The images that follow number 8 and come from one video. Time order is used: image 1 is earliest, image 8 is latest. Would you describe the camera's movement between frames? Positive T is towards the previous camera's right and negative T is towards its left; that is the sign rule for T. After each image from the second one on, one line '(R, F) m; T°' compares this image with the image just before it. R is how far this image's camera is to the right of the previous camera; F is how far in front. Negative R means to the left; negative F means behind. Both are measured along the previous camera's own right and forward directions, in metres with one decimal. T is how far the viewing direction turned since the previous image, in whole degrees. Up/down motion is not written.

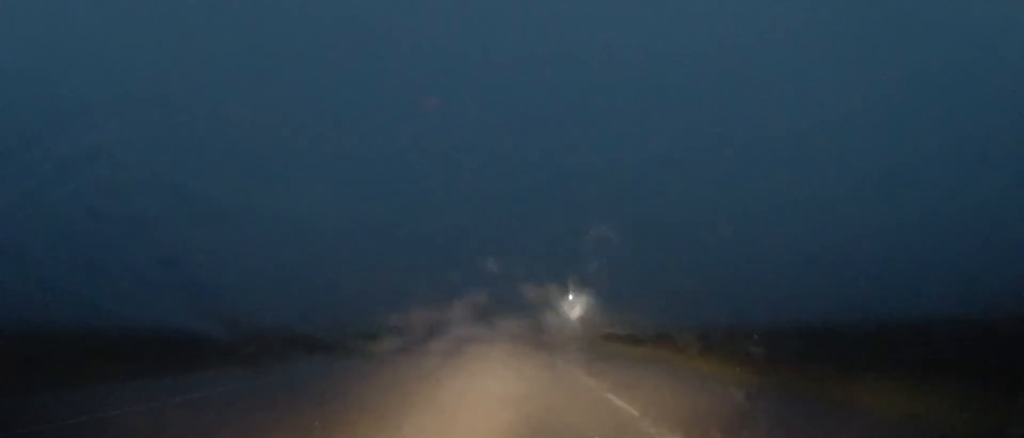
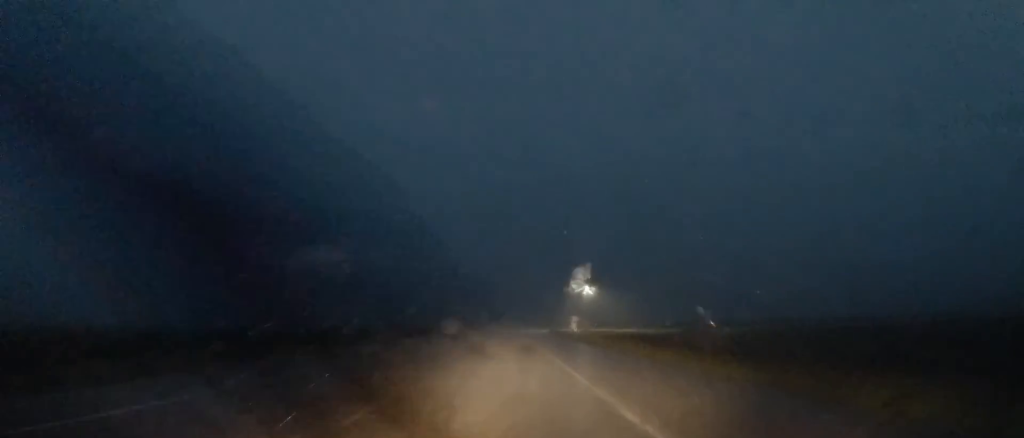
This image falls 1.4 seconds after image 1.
(0.0, +29.8) m; 0°
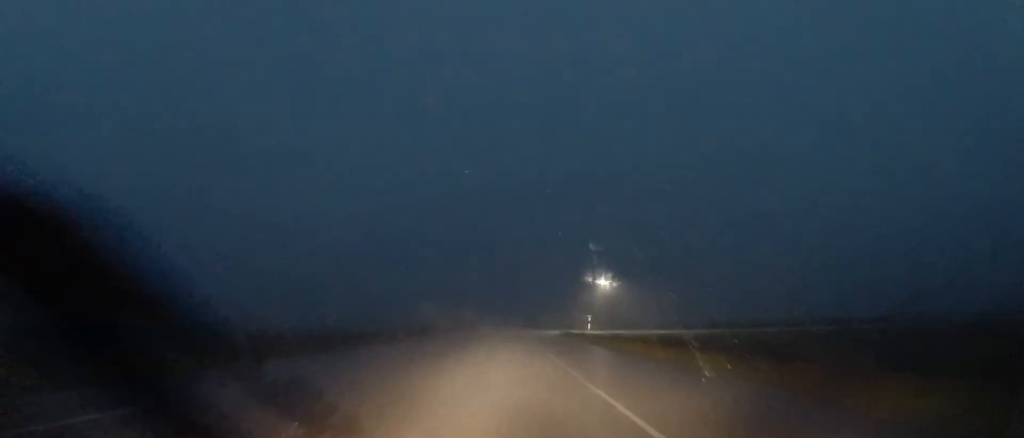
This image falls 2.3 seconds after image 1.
(0.0, +17.3) m; 0°
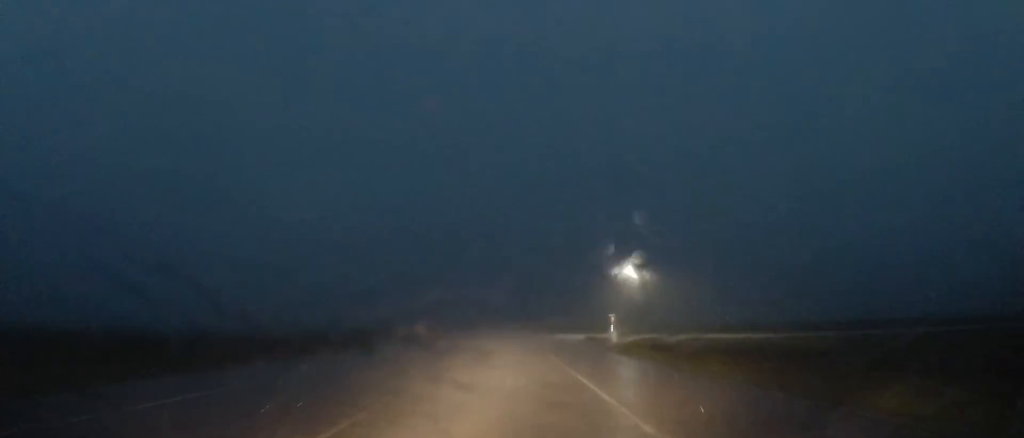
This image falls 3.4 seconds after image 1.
(0.0, +23.1) m; 0°
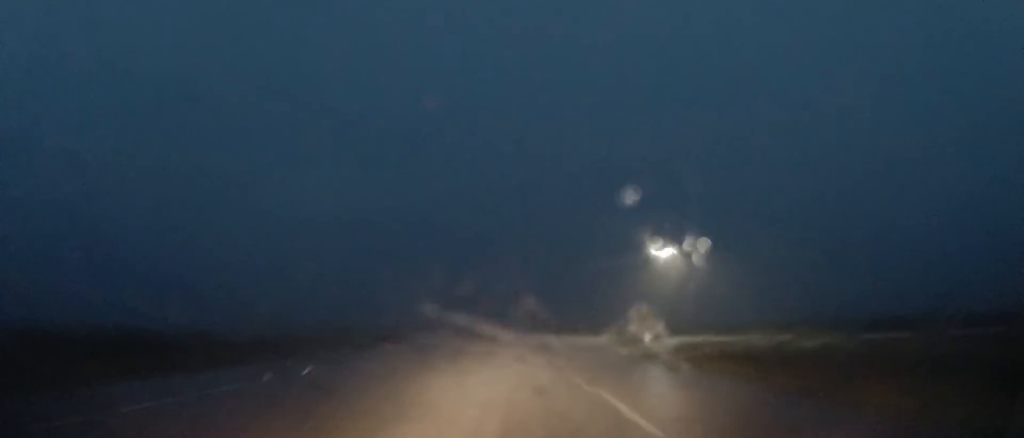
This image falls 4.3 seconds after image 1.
(0.0, +17.3) m; 0°
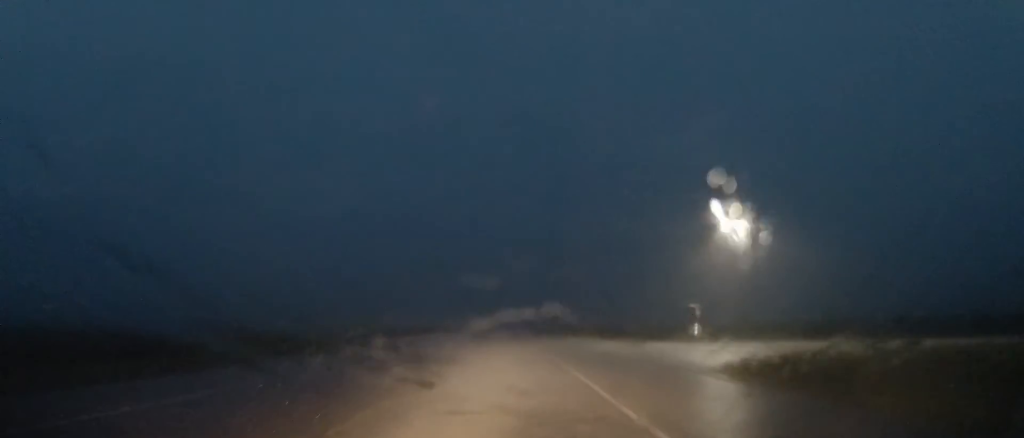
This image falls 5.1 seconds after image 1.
(0.0, +16.7) m; +1°
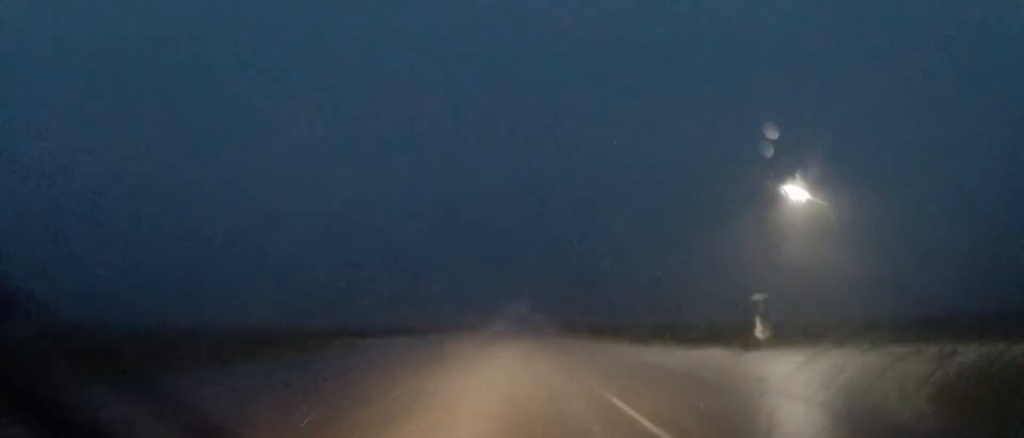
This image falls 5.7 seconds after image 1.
(+0.1, +11.3) m; 0°
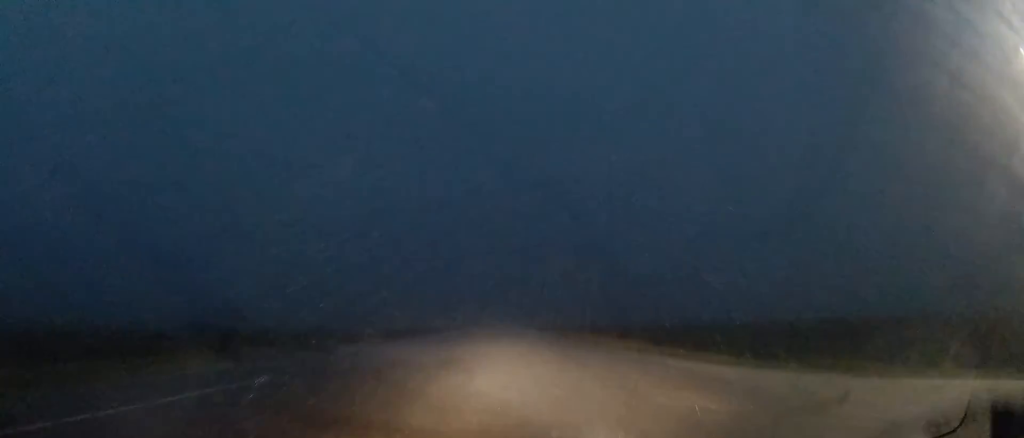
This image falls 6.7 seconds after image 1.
(0.0, +20.4) m; -1°
